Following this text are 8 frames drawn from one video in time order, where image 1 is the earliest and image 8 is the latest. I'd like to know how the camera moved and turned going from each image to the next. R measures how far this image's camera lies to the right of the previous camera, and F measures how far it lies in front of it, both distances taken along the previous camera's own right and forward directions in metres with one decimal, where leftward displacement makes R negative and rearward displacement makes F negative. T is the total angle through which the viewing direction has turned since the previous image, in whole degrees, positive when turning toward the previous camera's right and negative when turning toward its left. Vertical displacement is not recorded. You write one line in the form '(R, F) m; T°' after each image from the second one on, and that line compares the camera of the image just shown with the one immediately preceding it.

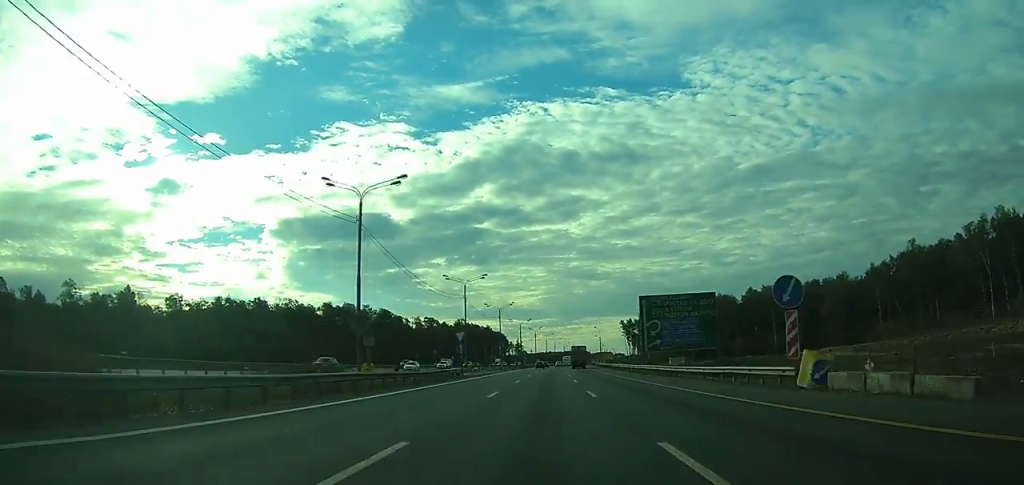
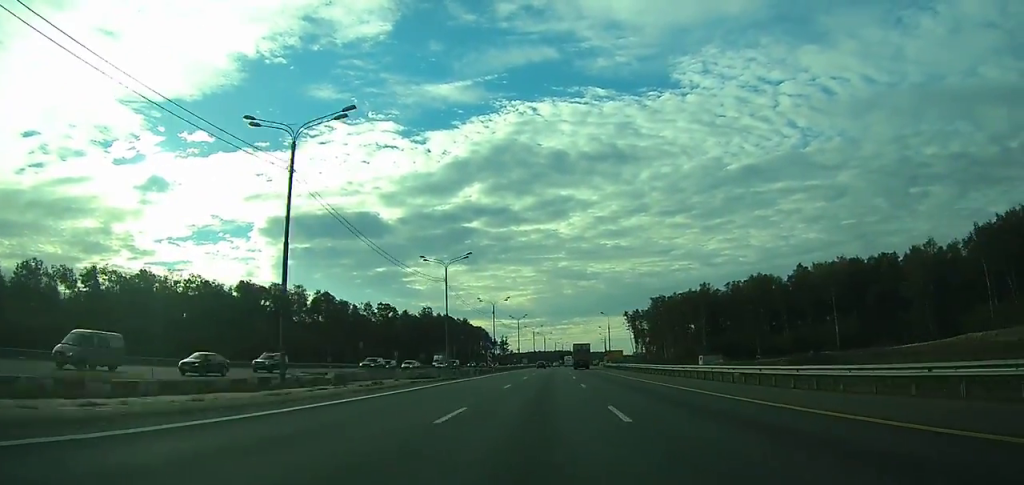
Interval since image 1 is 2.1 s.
(+0.6, +54.9) m; +1°
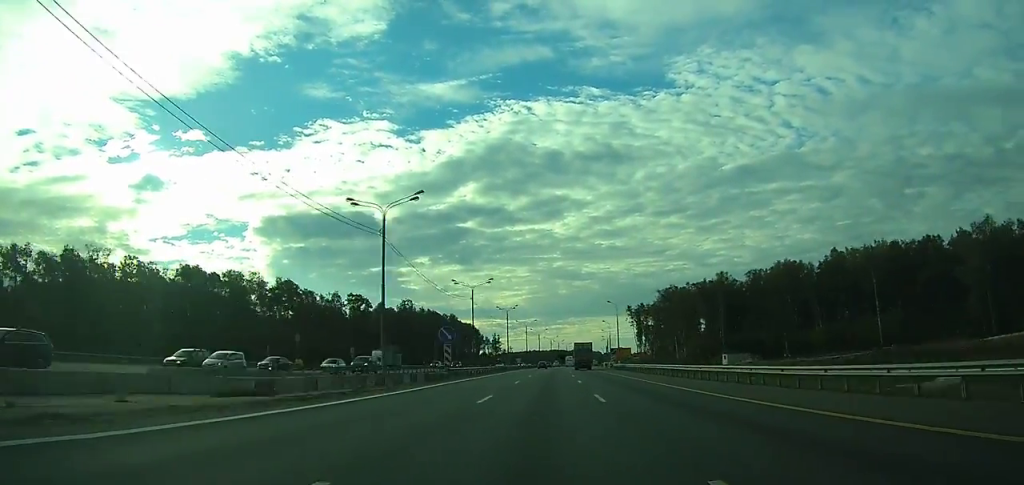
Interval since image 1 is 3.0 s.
(+0.2, +24.7) m; 0°
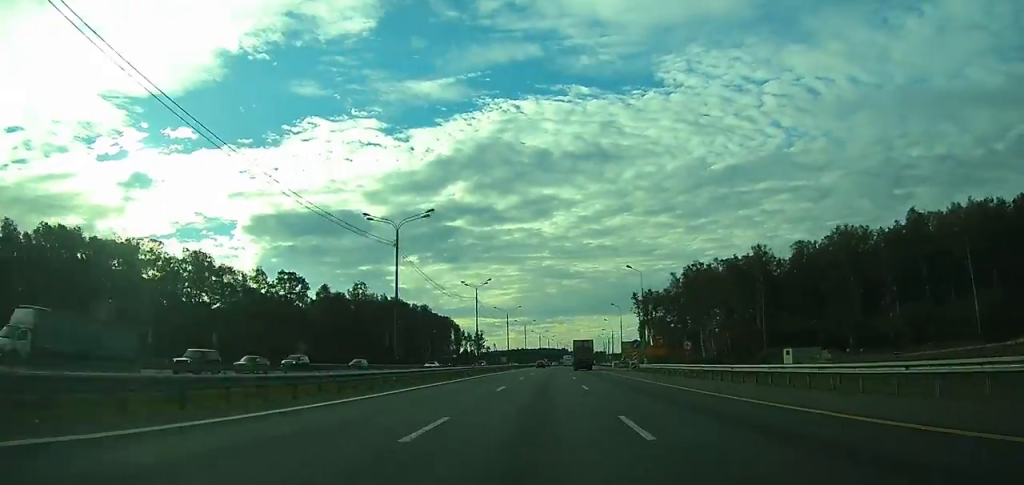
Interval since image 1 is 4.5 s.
(+0.3, +40.1) m; +1°
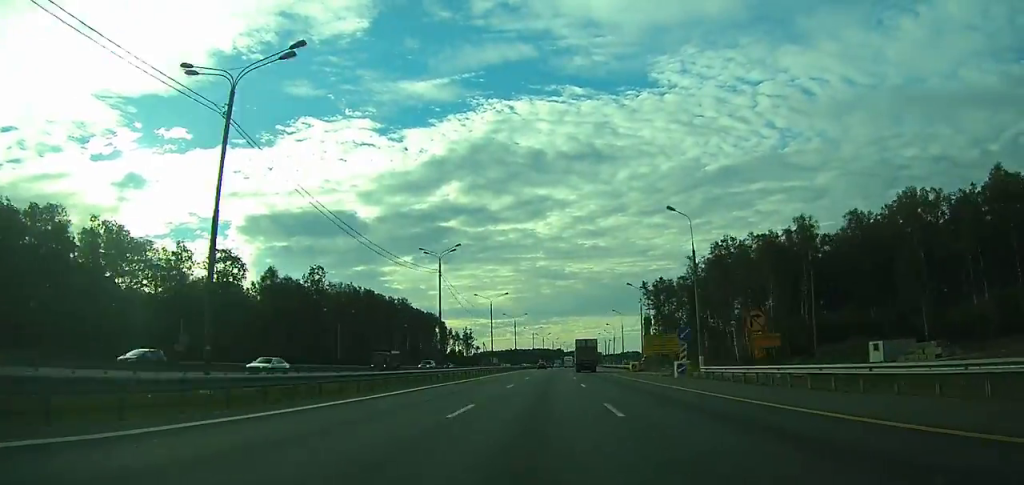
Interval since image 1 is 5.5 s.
(0.0, +28.6) m; +1°
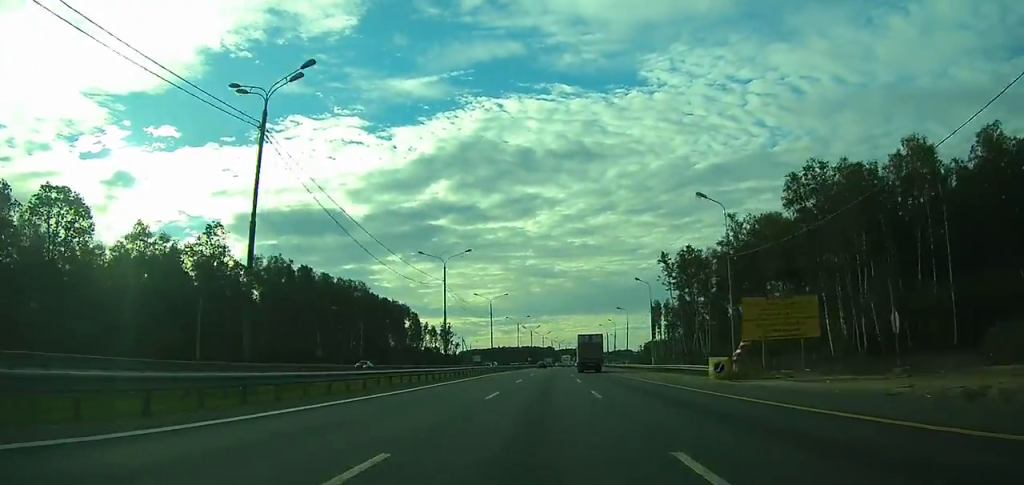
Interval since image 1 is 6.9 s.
(+0.4, +41.5) m; +1°
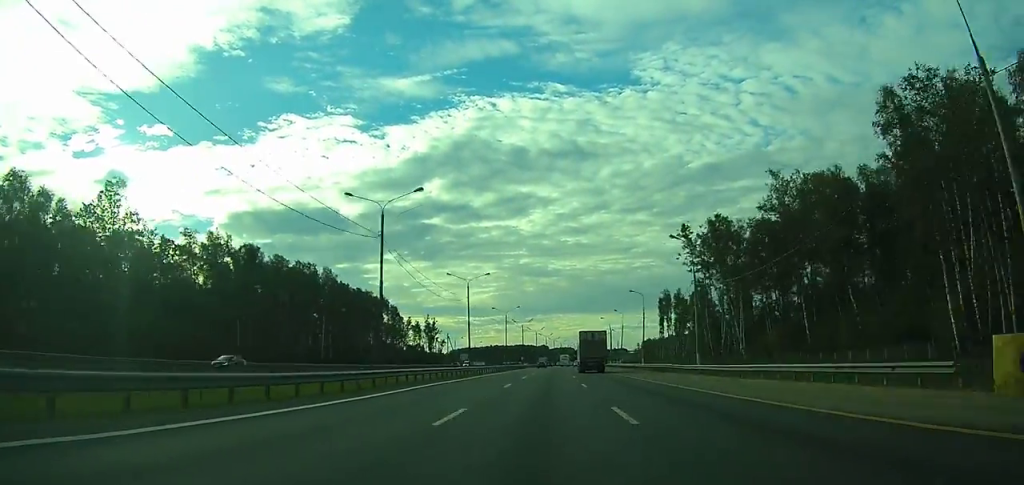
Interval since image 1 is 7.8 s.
(+0.1, +24.5) m; +1°
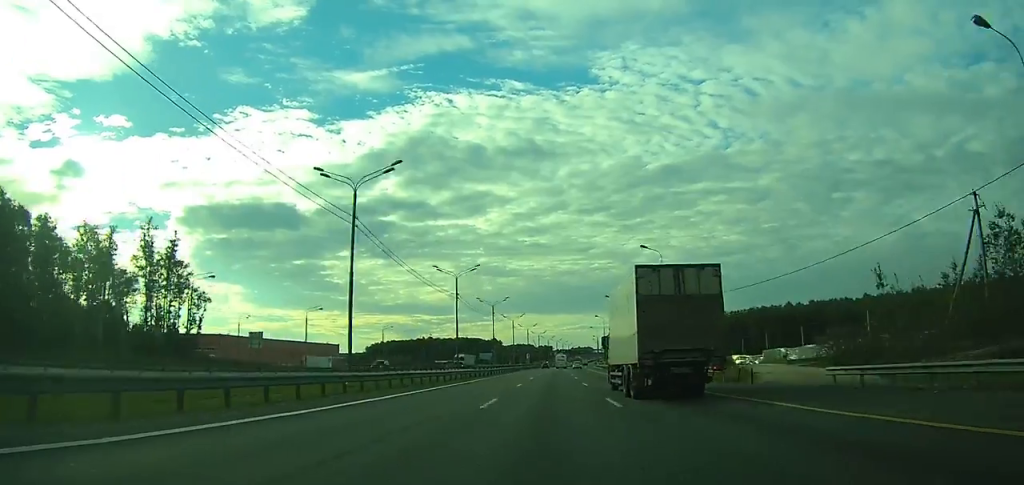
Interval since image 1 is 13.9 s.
(+4.5, +165.7) m; +3°
